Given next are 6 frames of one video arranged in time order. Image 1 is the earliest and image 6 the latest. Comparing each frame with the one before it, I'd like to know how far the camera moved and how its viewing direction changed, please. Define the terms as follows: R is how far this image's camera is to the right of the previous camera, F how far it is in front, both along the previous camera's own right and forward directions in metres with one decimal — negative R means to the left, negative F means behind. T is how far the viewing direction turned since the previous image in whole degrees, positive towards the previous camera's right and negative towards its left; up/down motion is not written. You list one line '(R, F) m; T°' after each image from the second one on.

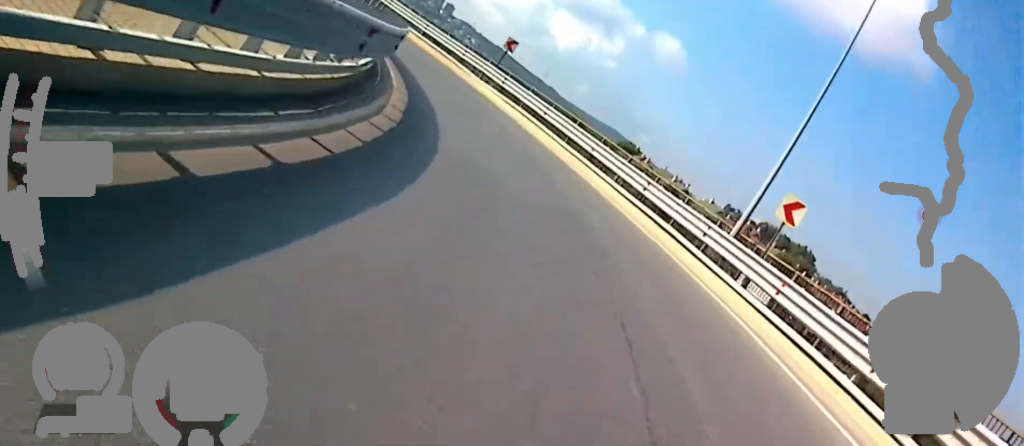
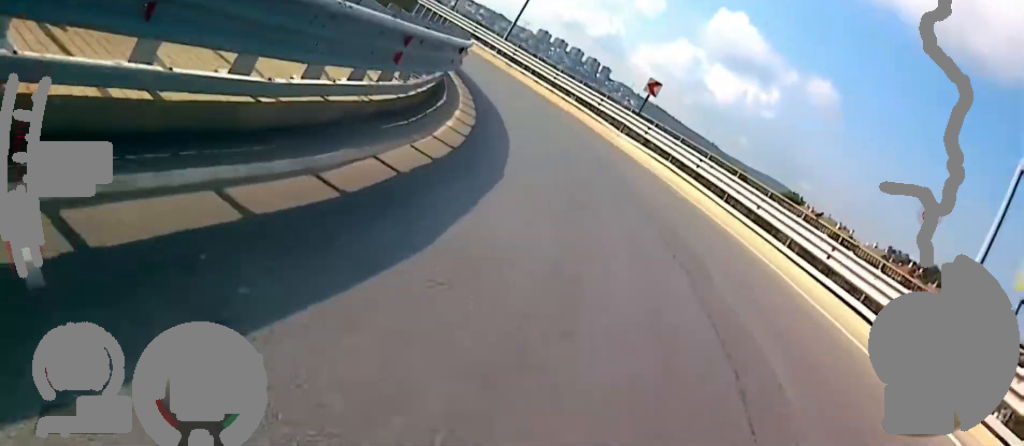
(-0.5, +4.0) m; 0°
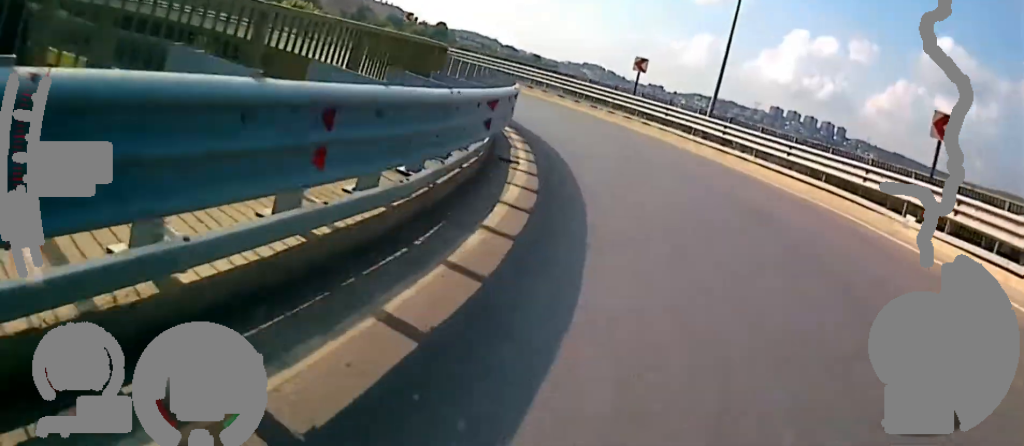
(+0.9, +8.7) m; -1°
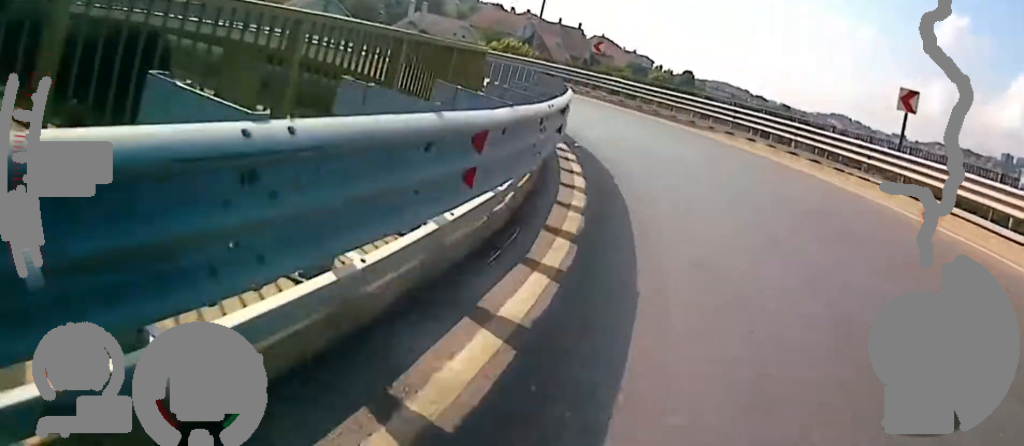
(-1.0, +7.5) m; 0°
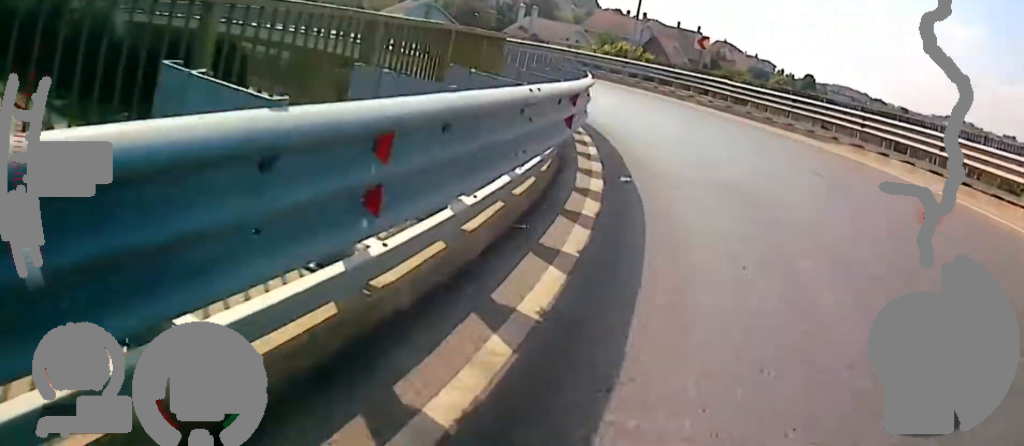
(+0.5, +3.7) m; +2°
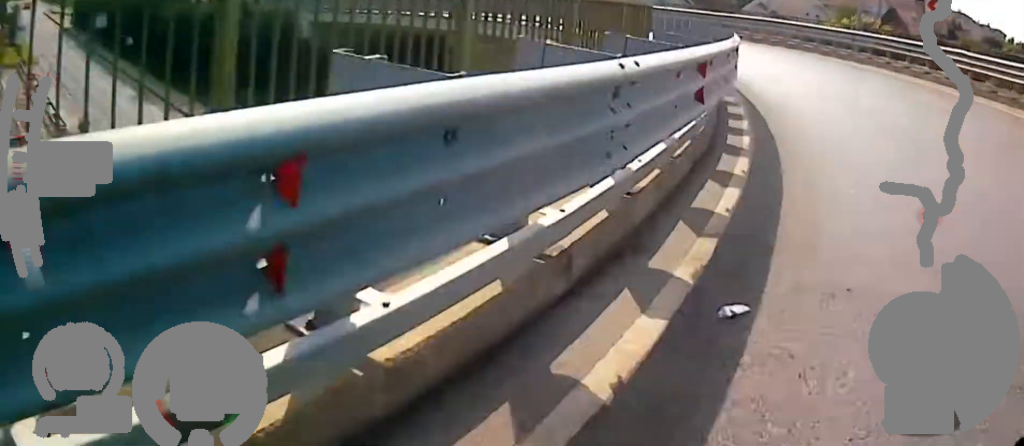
(+0.4, +3.7) m; +2°
